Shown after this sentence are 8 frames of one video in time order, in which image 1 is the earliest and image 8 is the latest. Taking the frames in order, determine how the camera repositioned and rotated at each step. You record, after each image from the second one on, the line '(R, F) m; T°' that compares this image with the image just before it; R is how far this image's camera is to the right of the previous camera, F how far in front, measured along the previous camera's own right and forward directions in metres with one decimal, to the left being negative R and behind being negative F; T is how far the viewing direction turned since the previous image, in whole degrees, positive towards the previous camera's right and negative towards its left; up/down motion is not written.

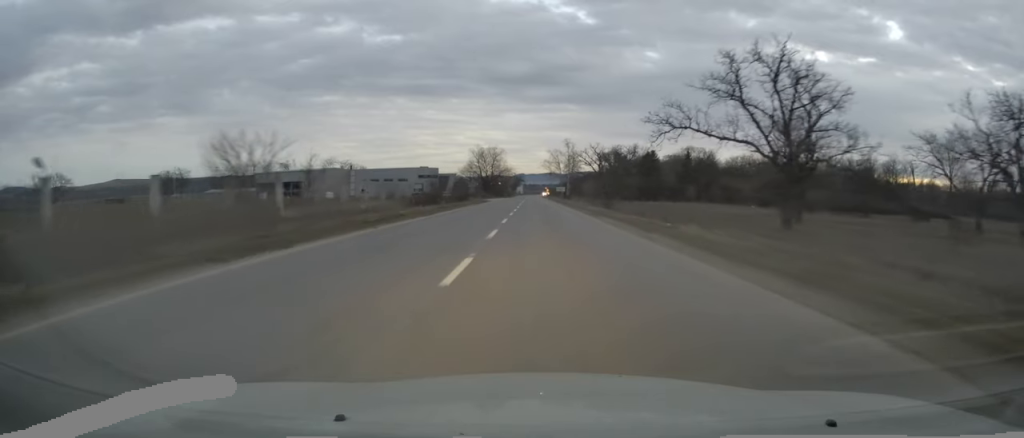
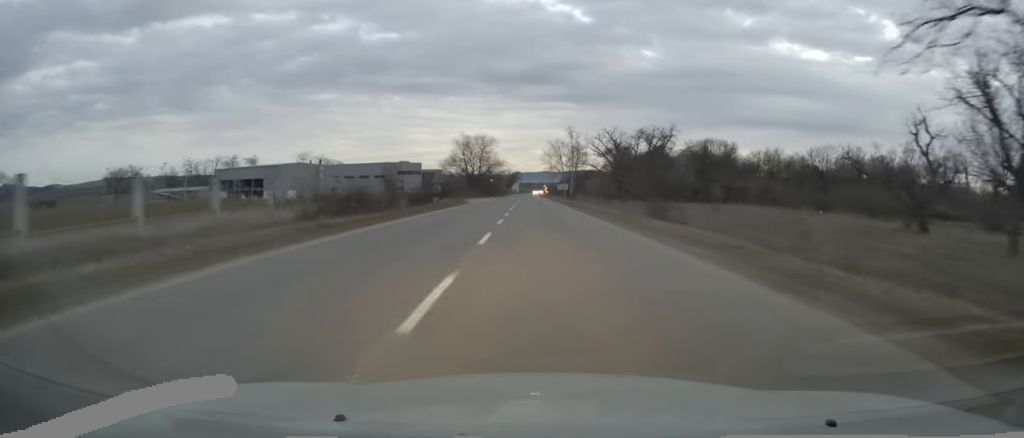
(+0.2, +25.3) m; 0°
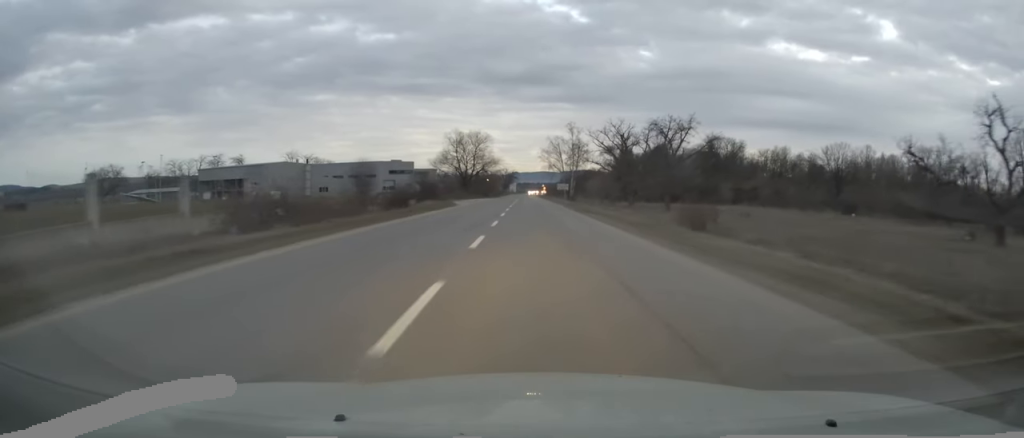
(+0.1, +8.6) m; 0°
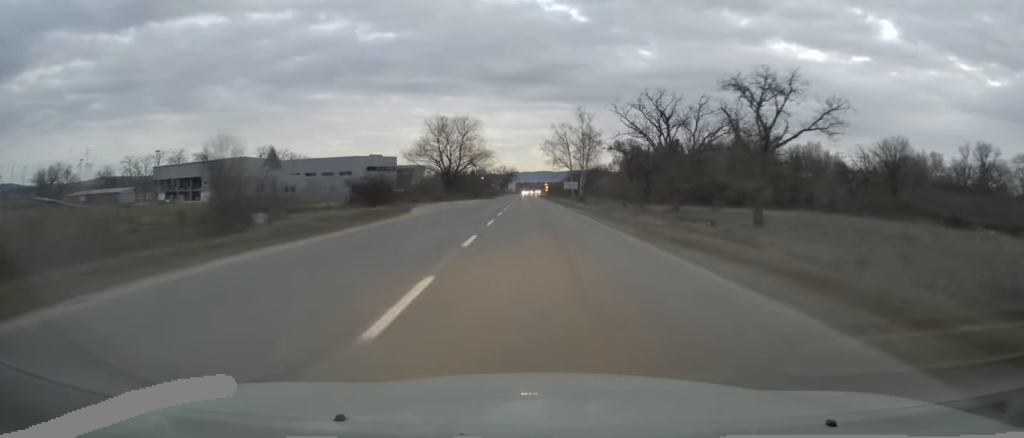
(-0.1, +23.0) m; 0°
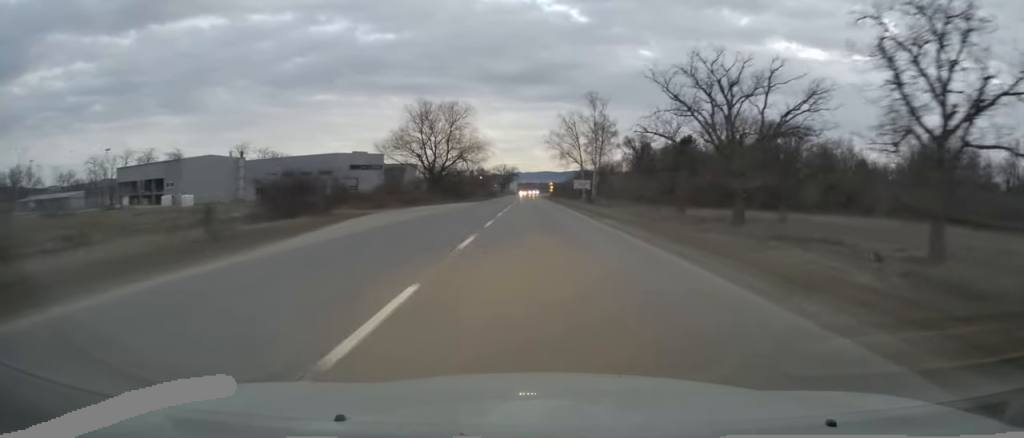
(+0.1, +15.9) m; 0°
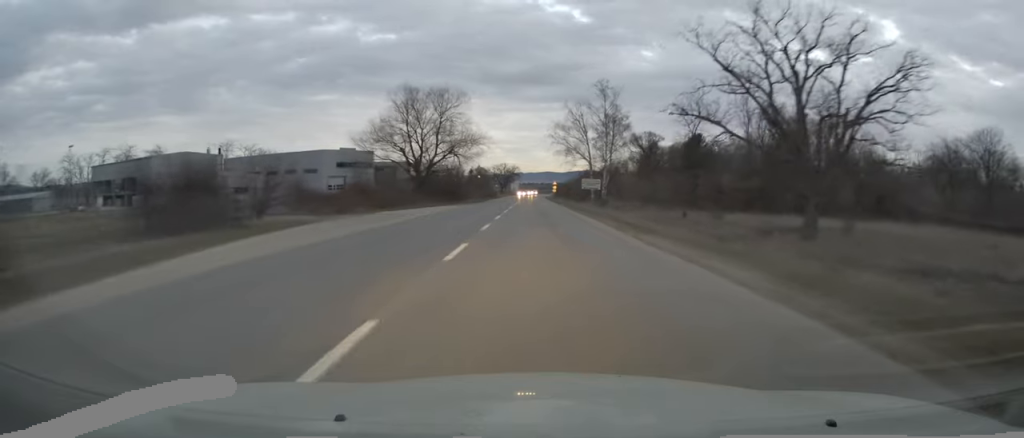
(-0.1, +9.9) m; 0°
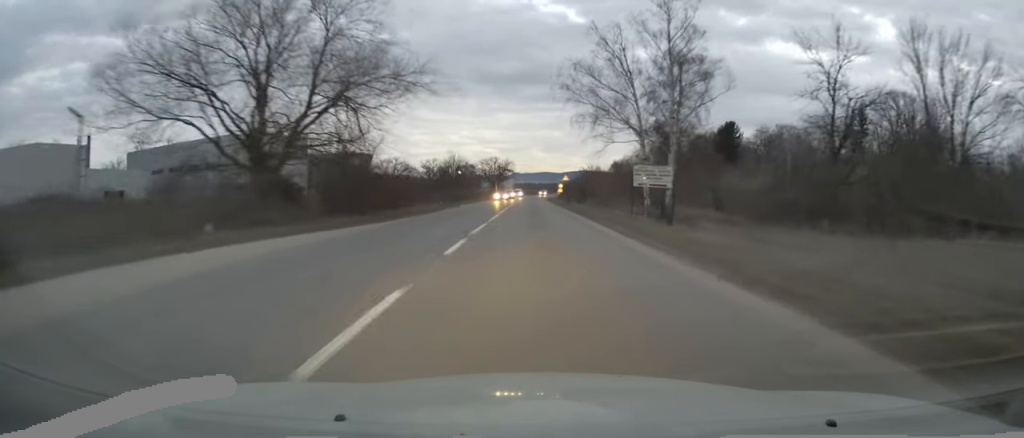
(+0.3, +36.6) m; +1°
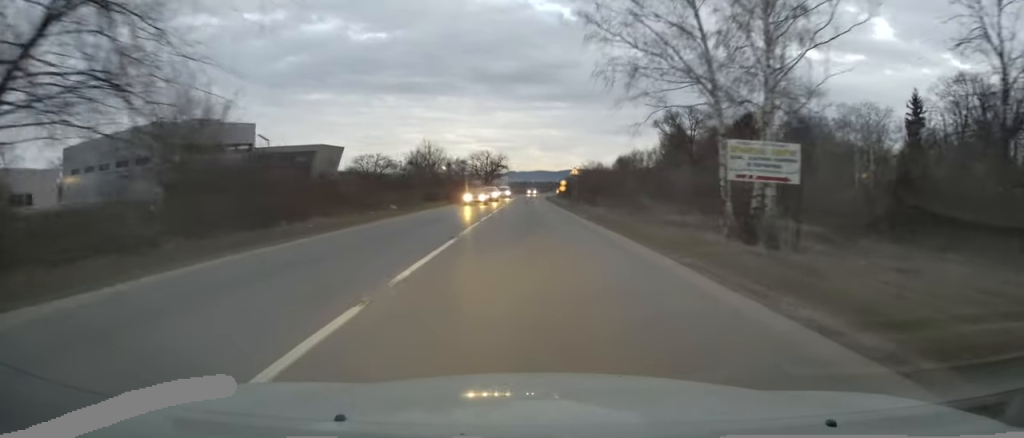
(0.0, +16.9) m; 0°
